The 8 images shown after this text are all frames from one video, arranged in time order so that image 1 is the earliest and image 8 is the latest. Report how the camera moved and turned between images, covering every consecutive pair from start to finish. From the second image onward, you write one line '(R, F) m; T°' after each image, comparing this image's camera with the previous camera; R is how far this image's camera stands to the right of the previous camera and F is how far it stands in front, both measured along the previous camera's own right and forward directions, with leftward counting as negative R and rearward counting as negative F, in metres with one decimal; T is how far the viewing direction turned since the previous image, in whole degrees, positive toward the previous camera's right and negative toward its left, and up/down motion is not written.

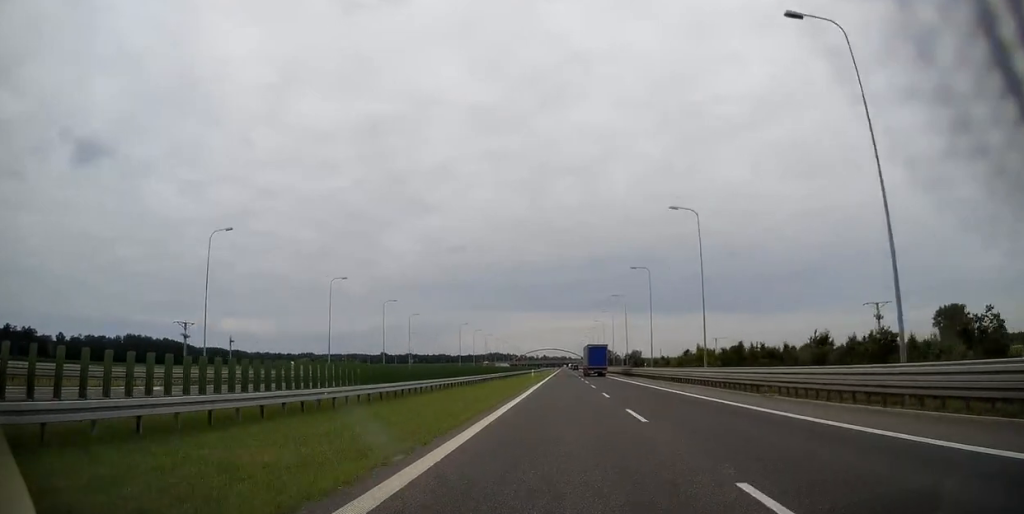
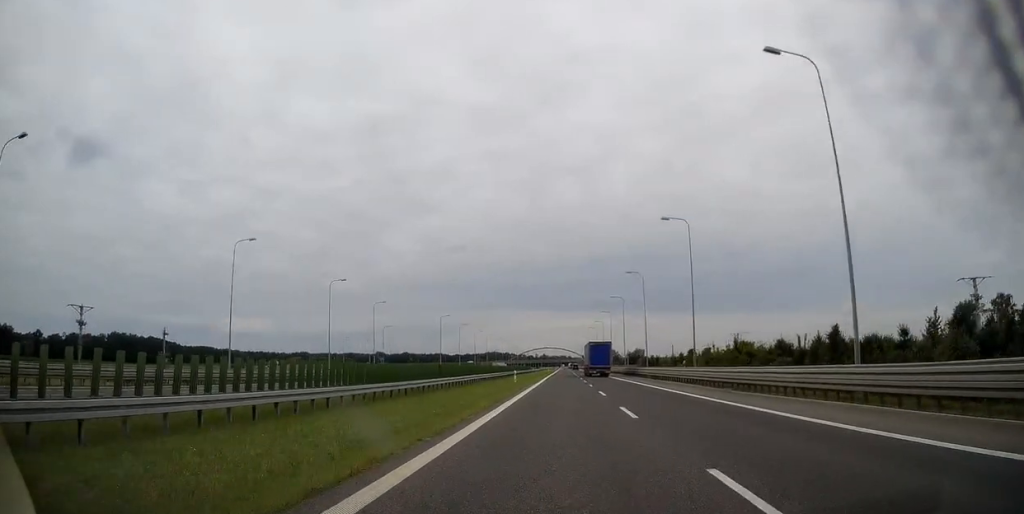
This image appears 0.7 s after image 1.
(-0.1, +23.2) m; 0°
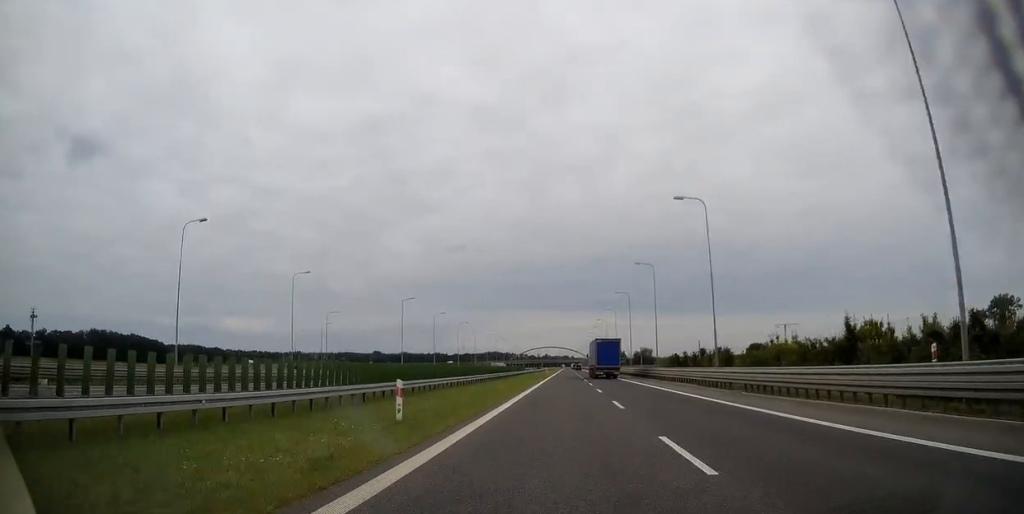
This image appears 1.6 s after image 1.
(-0.1, +32.5) m; 0°
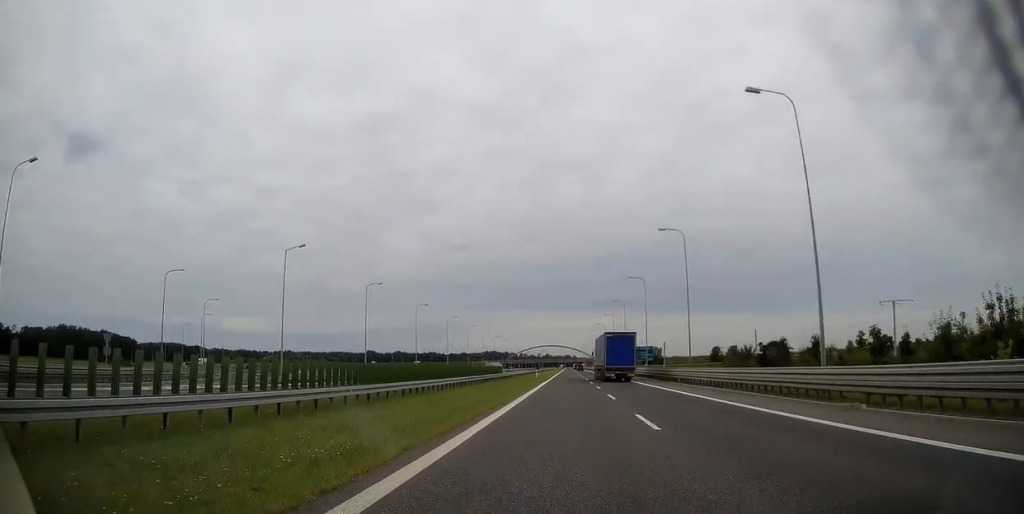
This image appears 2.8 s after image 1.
(0.0, +41.7) m; 0°
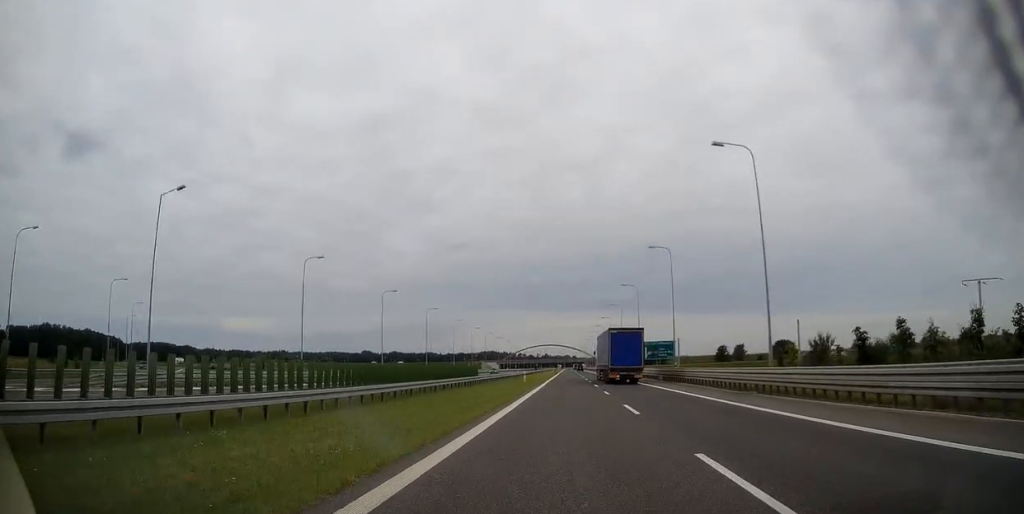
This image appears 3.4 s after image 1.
(-0.1, +19.7) m; 0°
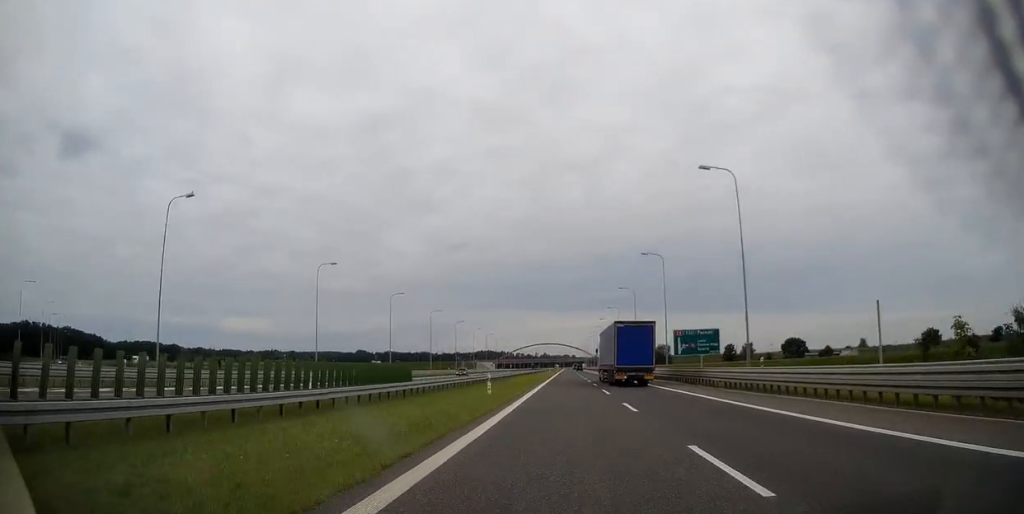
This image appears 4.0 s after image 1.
(-0.1, +23.2) m; 0°
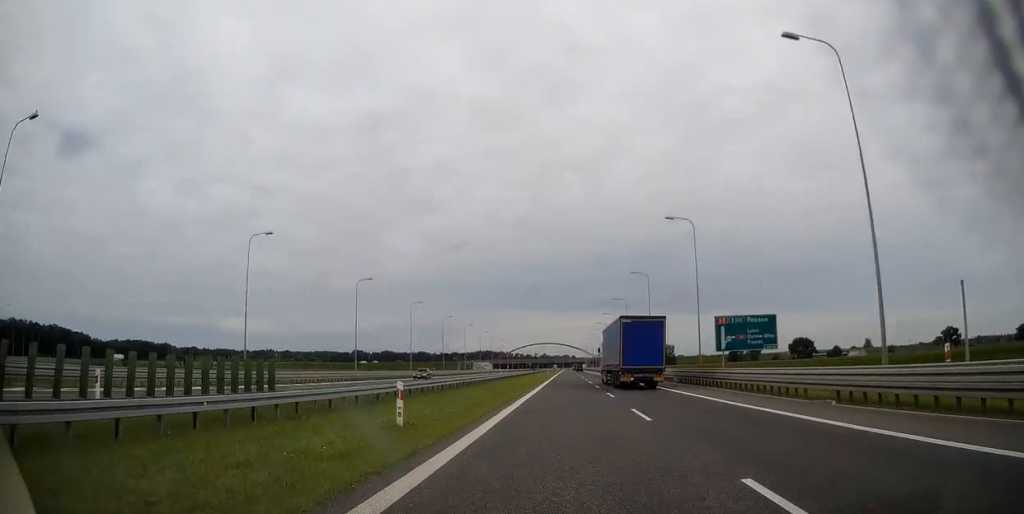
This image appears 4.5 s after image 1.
(0.0, +15.1) m; 0°
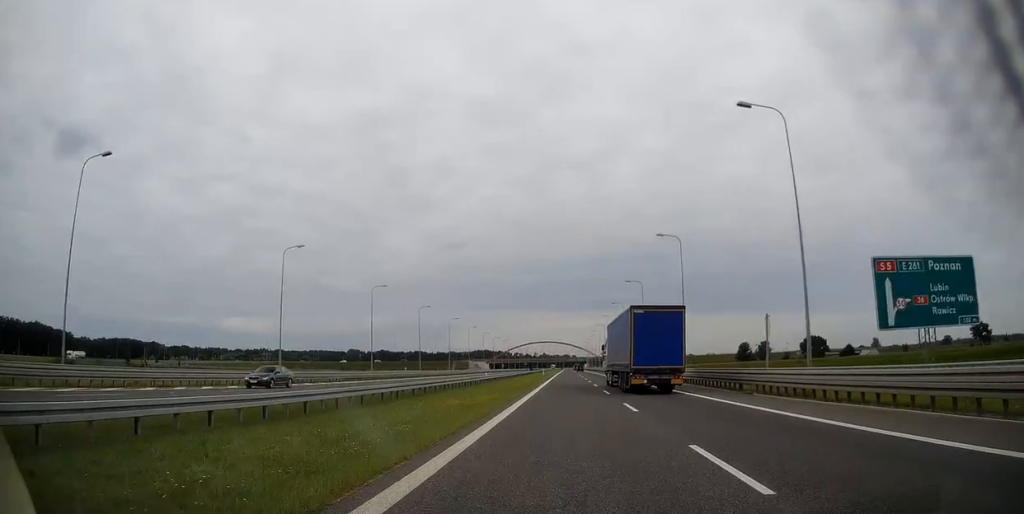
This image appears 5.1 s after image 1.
(+0.2, +20.9) m; 0°
